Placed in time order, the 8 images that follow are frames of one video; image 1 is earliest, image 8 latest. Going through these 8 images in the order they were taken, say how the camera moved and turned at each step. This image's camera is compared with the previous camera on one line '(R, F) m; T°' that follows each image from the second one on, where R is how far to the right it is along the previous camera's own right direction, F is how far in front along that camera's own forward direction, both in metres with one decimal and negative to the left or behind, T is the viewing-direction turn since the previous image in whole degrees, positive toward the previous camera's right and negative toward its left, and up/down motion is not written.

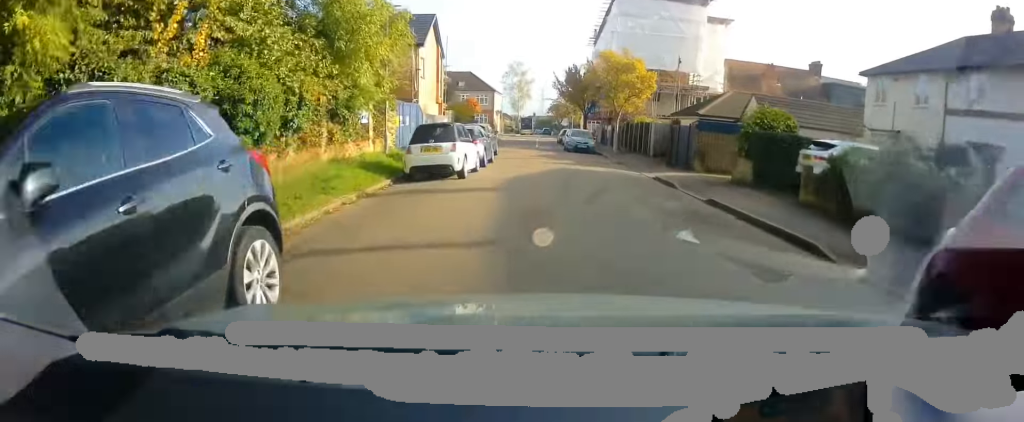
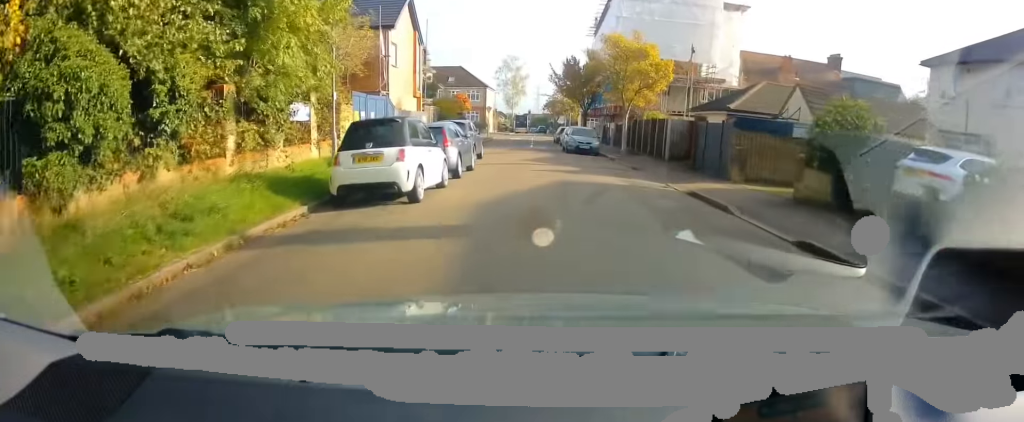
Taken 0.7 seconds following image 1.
(-0.3, +5.2) m; -2°
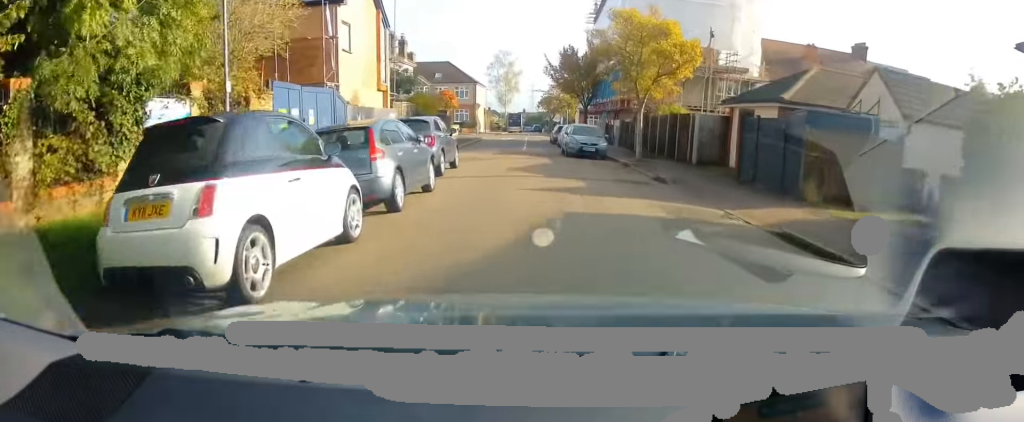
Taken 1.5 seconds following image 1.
(+0.1, +5.8) m; +3°
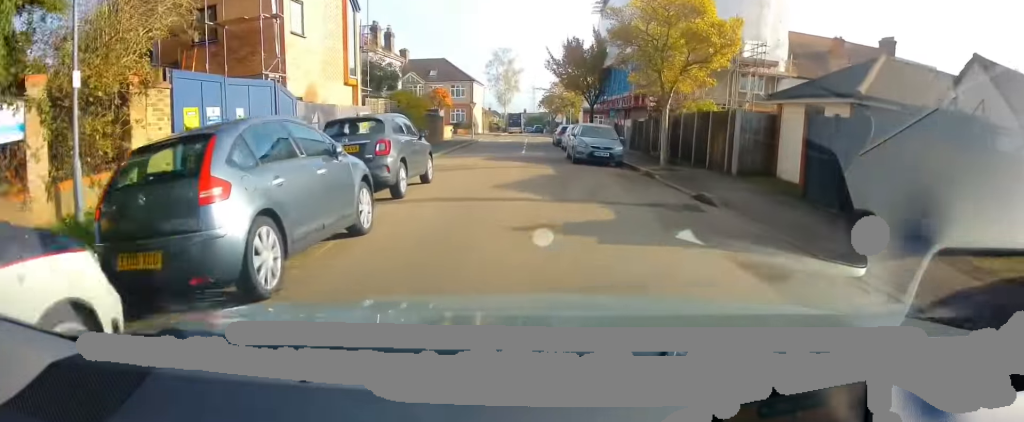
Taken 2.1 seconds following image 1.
(+0.2, +4.5) m; +3°
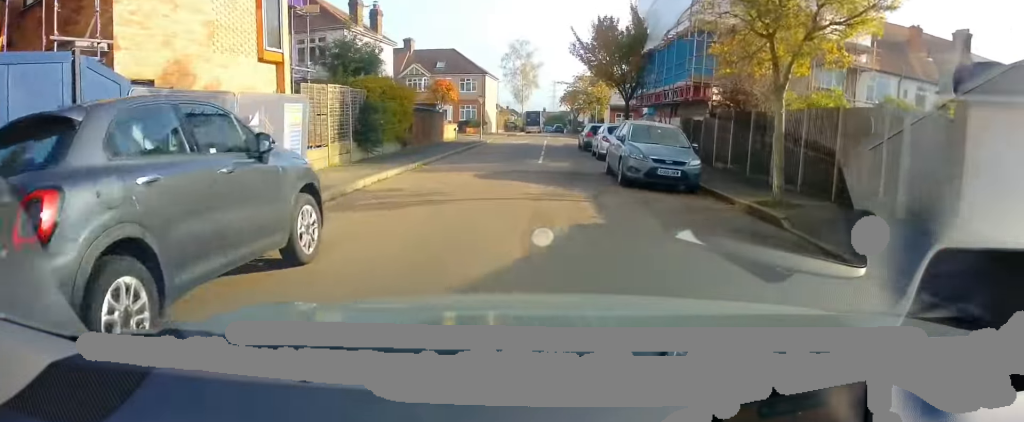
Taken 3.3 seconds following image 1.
(+0.3, +8.0) m; -2°
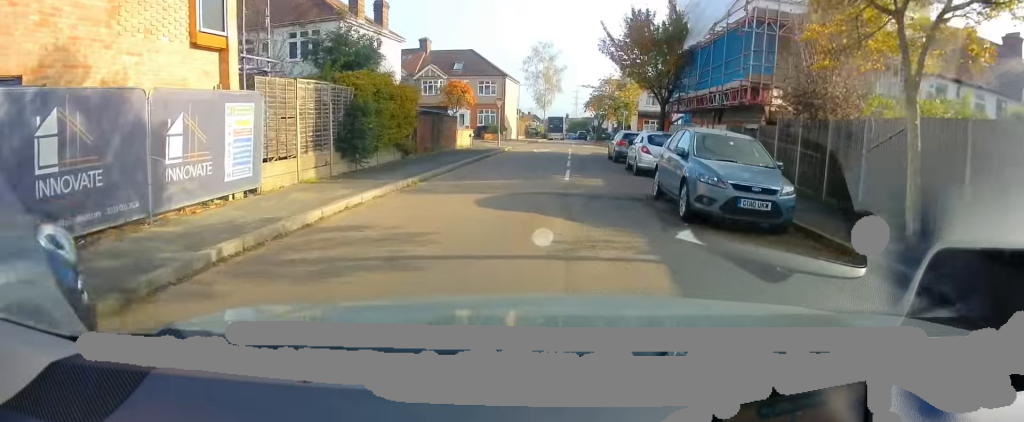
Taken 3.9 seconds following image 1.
(-0.1, +3.9) m; -4°
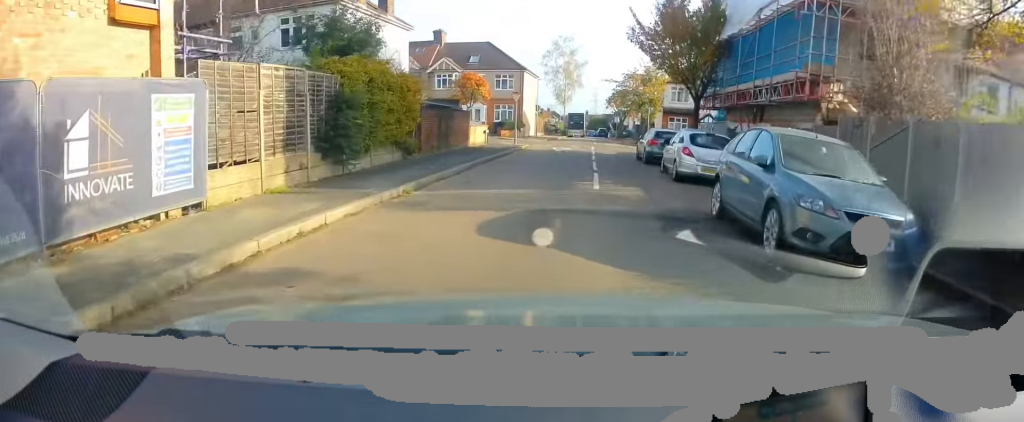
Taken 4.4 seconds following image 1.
(-0.2, +3.0) m; -4°
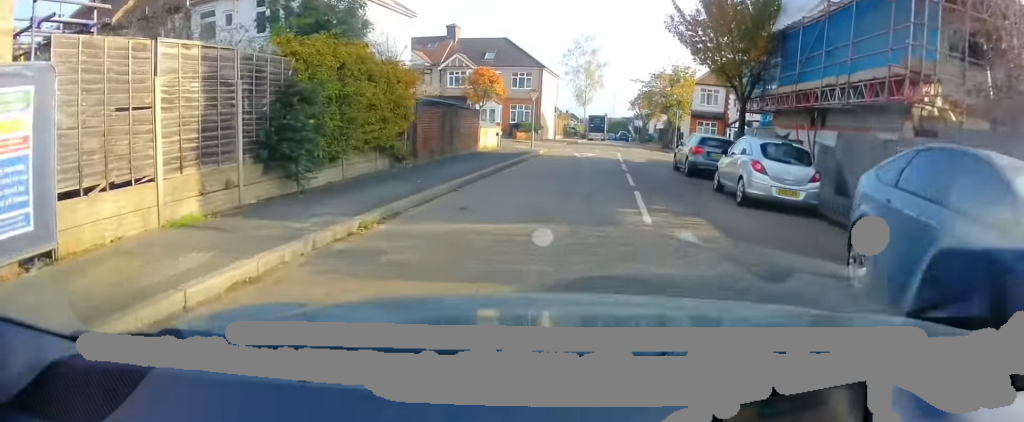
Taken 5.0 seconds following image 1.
(-0.2, +4.0) m; 0°
